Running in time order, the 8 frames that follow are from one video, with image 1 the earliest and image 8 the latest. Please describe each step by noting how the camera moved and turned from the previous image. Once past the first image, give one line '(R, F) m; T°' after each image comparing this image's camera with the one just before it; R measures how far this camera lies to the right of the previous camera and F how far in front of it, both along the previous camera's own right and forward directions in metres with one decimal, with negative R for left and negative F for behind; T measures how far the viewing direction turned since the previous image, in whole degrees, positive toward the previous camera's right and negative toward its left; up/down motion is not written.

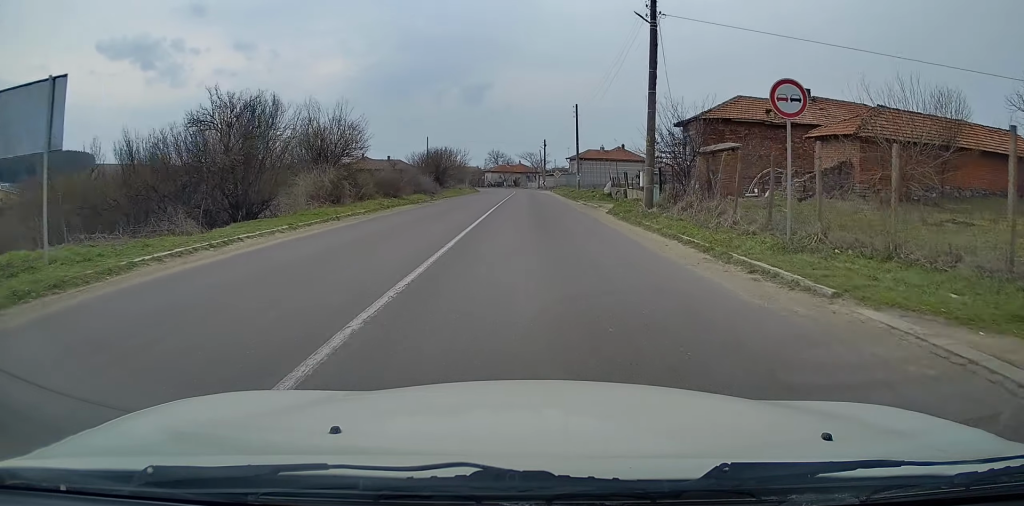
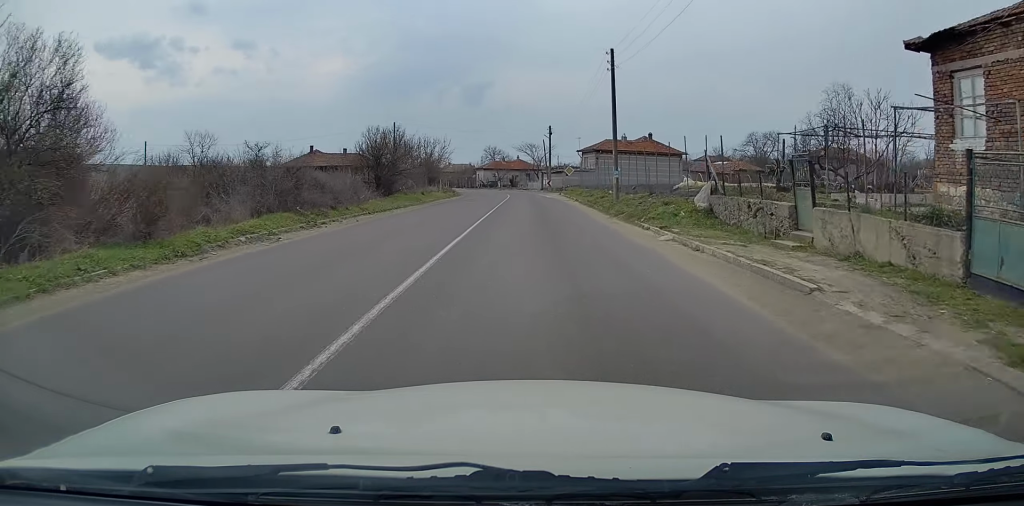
(-0.3, +23.3) m; -1°
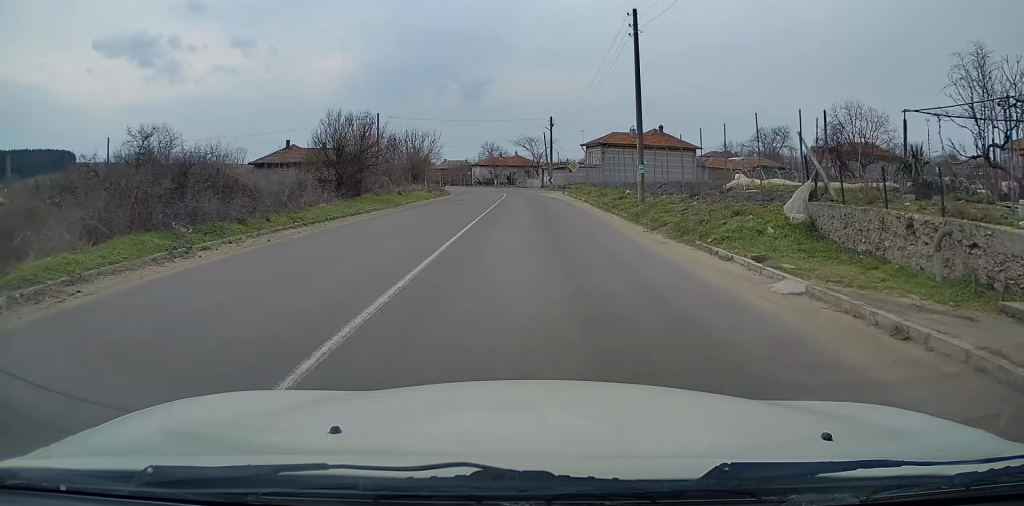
(+0.1, +7.2) m; +1°
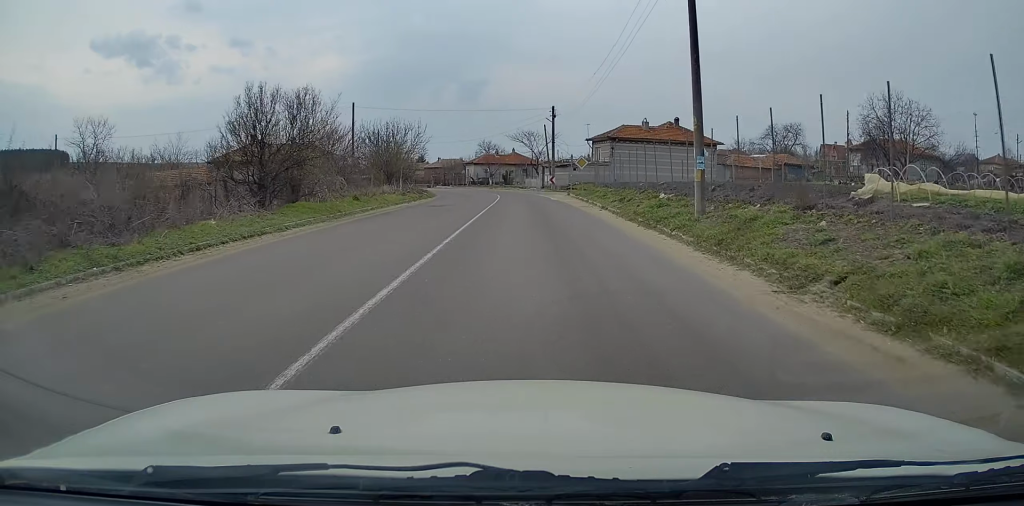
(+0.1, +8.6) m; +1°
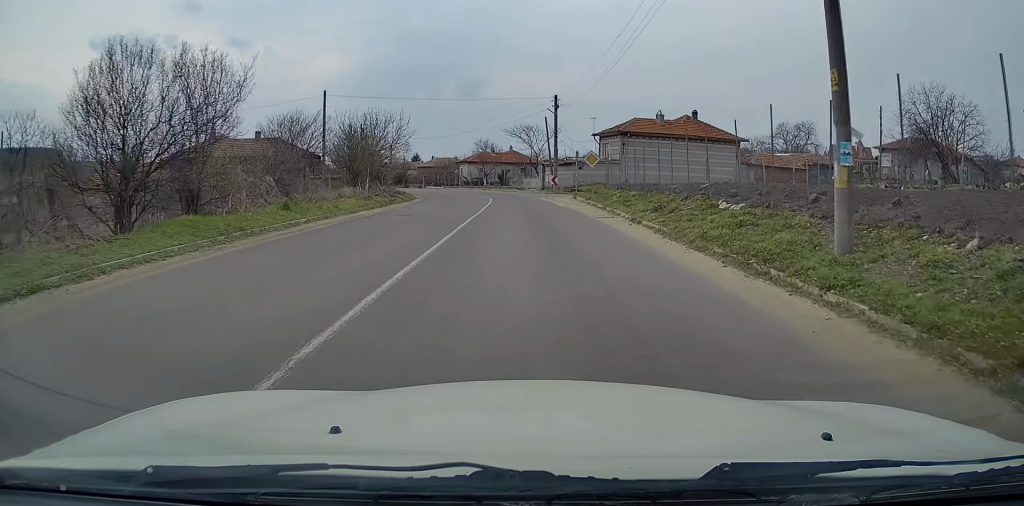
(0.0, +7.6) m; 0°
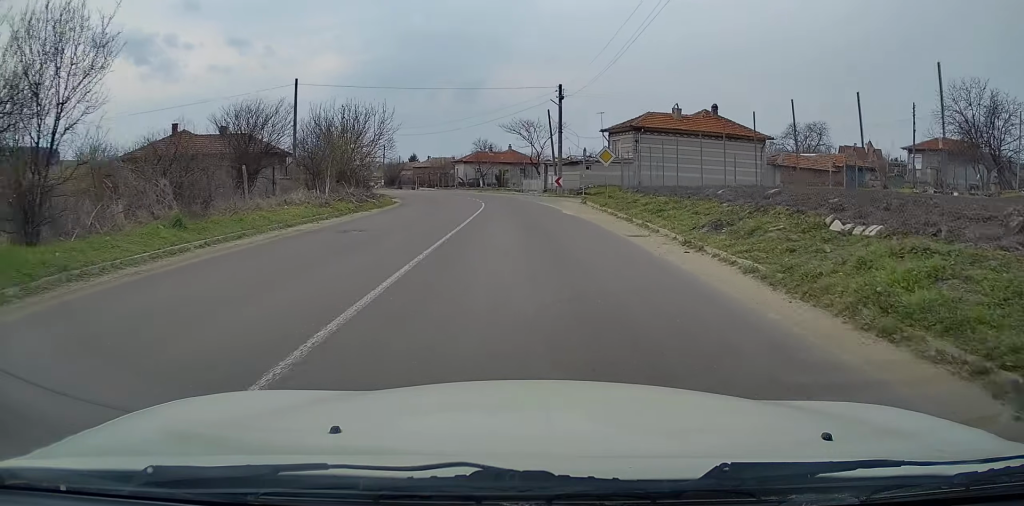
(0.0, +6.1) m; 0°
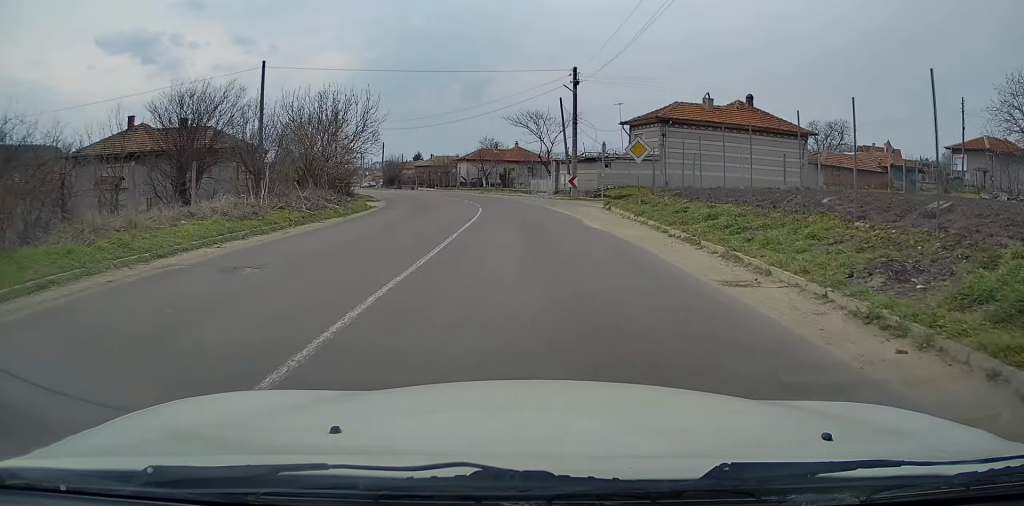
(-0.1, +6.6) m; -1°
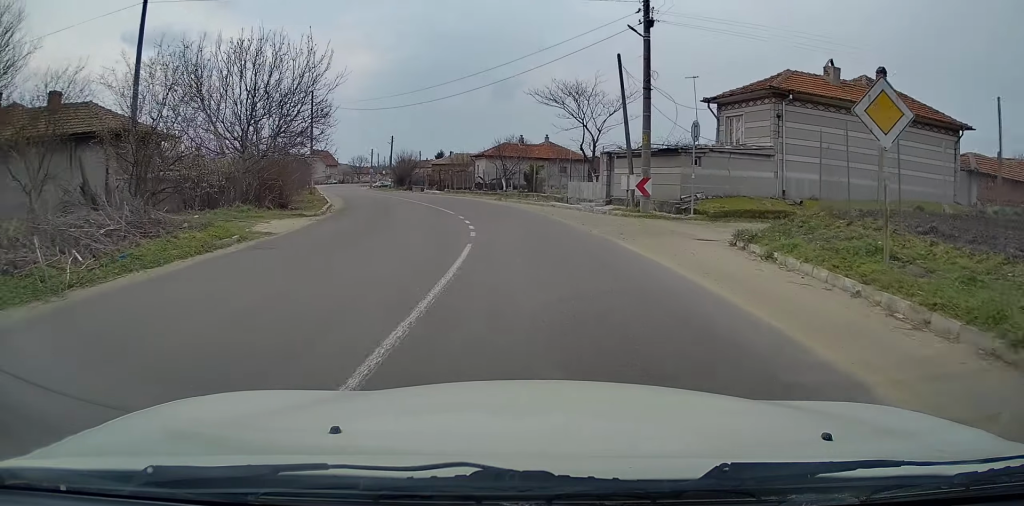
(-0.3, +14.6) m; -3°
